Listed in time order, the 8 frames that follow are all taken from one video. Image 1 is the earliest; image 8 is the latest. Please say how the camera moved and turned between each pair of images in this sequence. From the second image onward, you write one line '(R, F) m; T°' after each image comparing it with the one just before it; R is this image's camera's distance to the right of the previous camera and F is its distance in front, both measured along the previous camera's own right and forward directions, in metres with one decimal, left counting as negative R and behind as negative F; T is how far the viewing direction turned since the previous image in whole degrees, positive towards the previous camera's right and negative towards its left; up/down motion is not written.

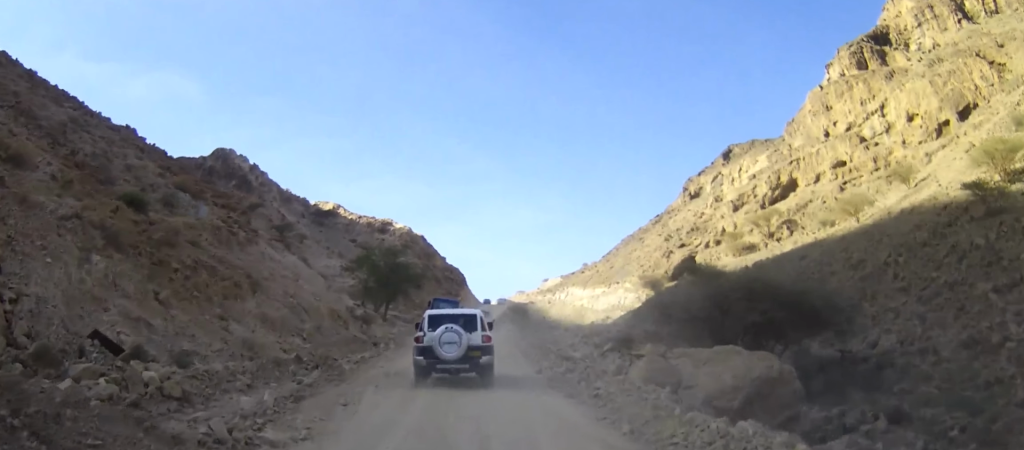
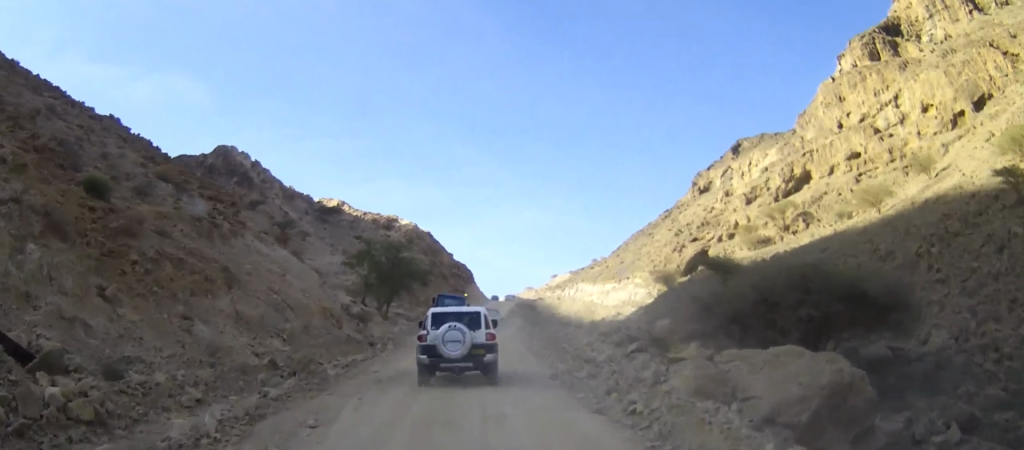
(0.0, +3.2) m; 0°
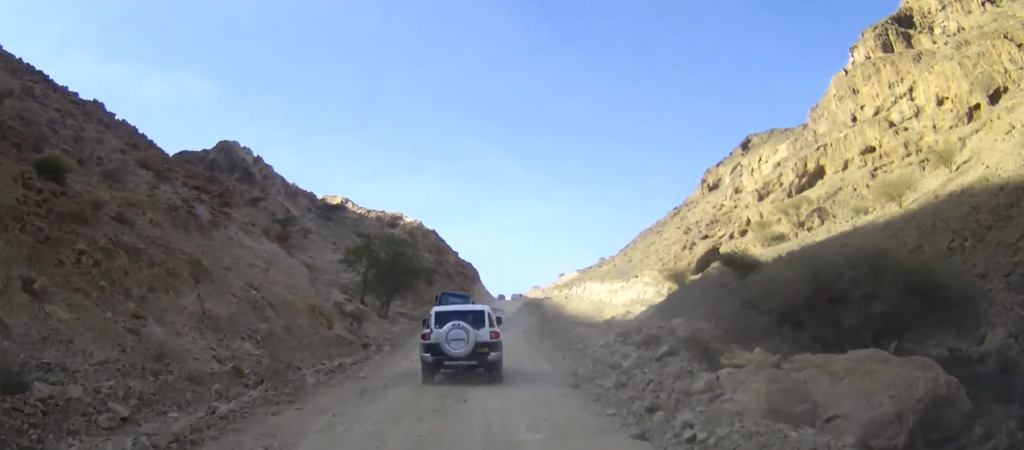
(0.0, +3.3) m; 0°
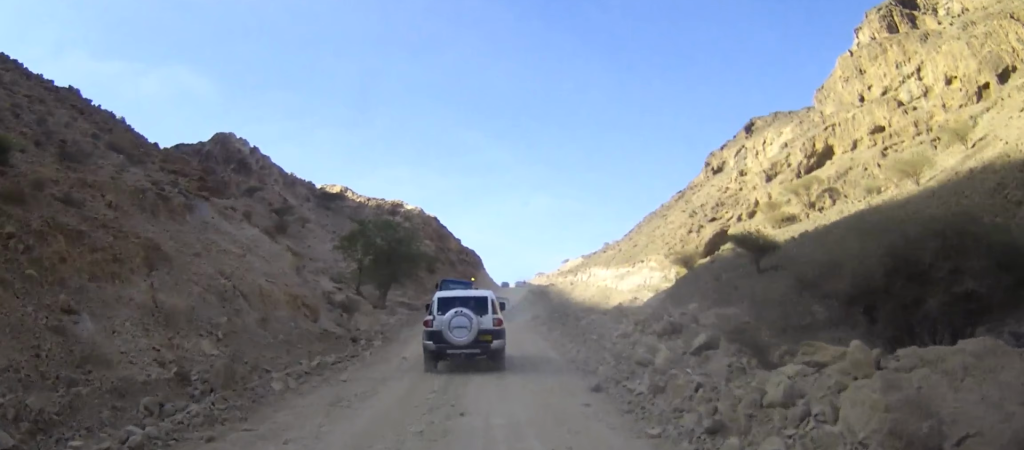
(0.0, +2.9) m; 0°
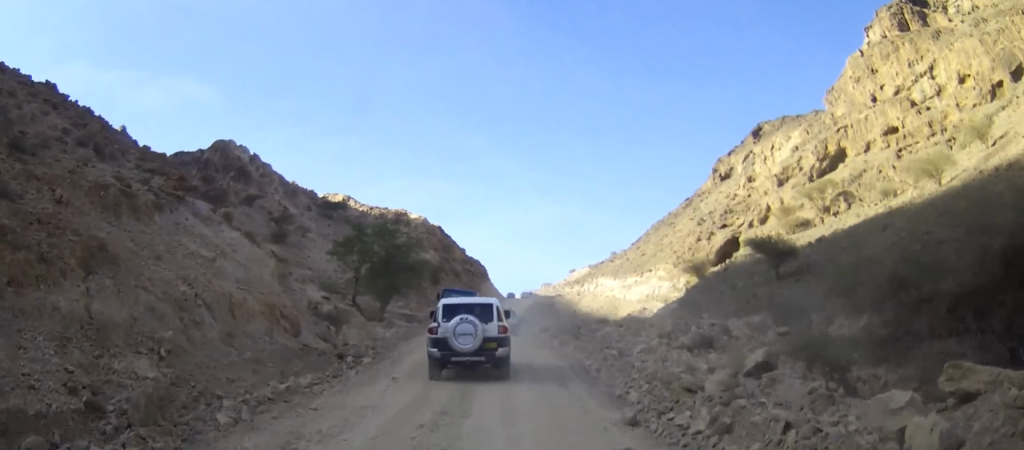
(0.0, +3.1) m; 0°
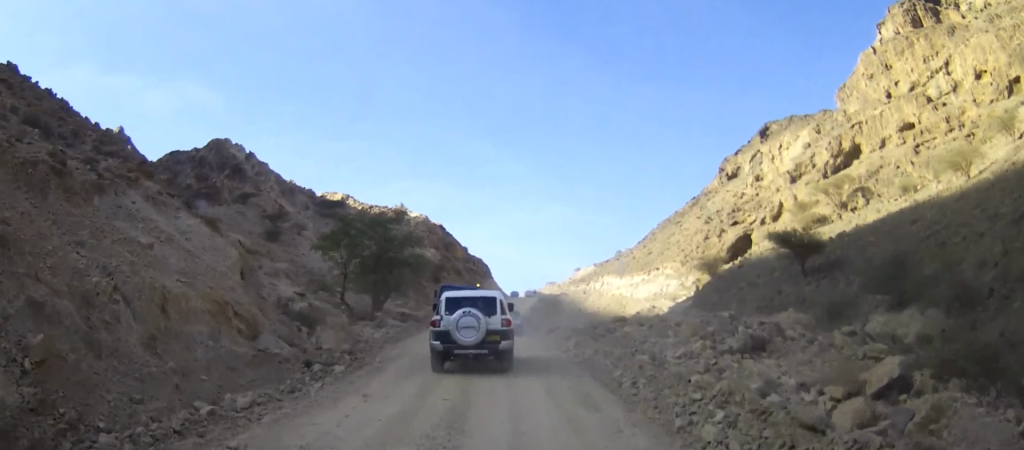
(0.0, +4.2) m; -1°
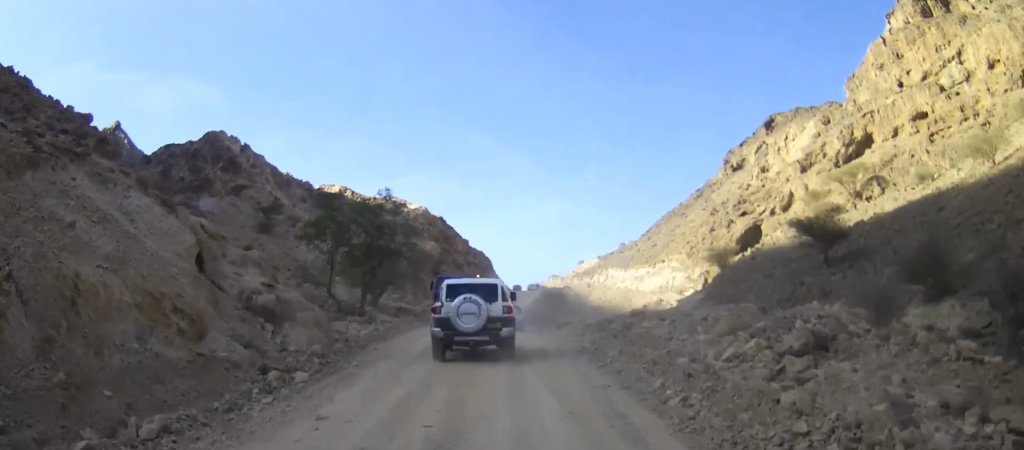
(0.0, +3.7) m; 0°
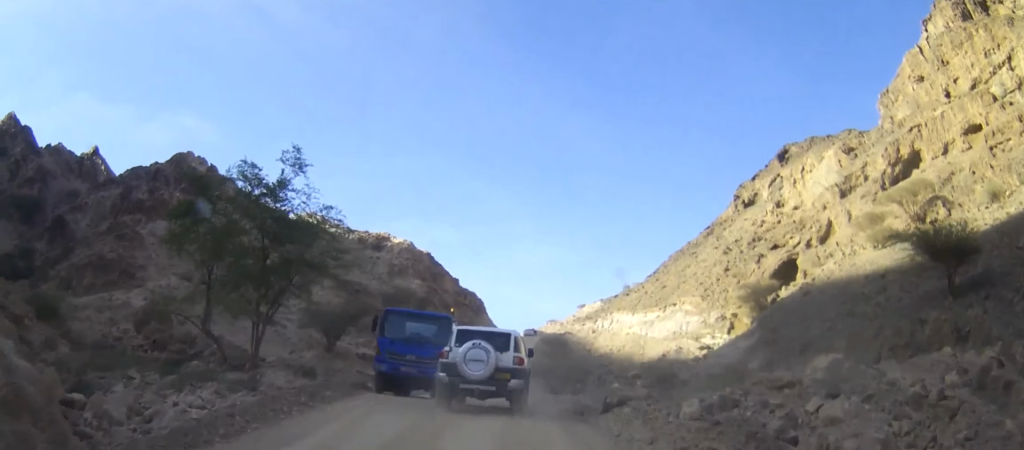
(+0.1, +14.8) m; 0°
